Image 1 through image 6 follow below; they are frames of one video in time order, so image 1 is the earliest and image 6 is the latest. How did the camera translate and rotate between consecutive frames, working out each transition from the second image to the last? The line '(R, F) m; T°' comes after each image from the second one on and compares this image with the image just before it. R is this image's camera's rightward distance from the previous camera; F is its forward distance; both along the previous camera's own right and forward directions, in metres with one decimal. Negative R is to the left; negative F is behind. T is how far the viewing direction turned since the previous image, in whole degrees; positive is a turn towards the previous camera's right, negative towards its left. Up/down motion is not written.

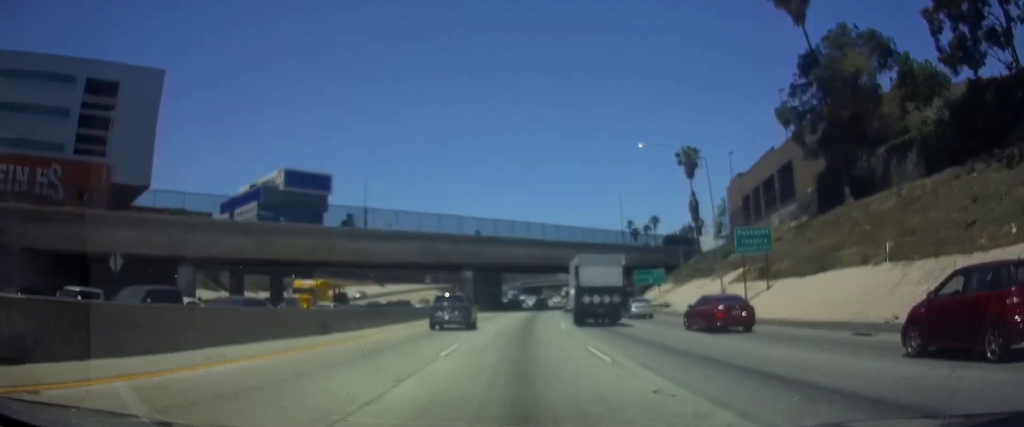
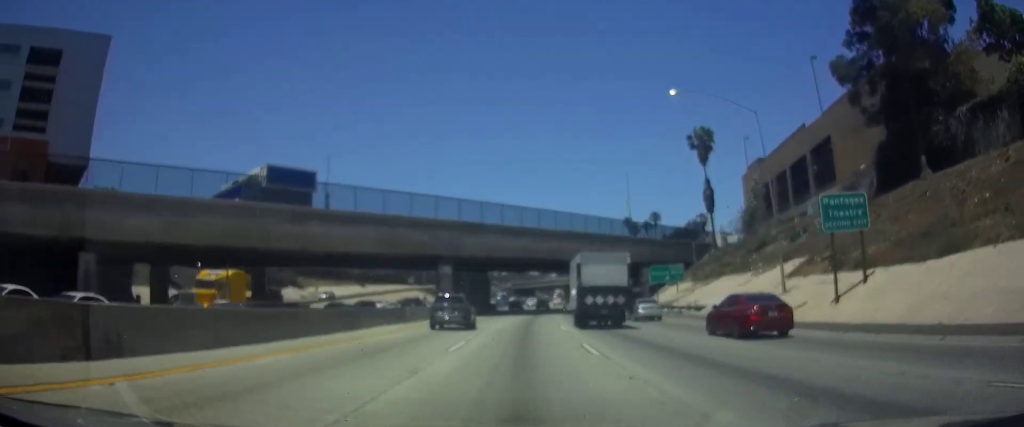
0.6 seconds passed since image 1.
(+0.1, +12.9) m; +1°
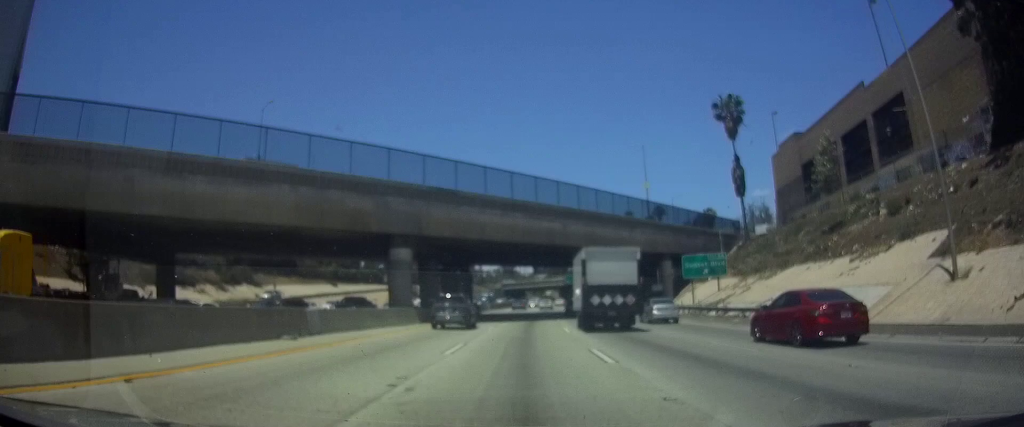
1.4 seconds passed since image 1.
(+0.1, +16.6) m; +1°
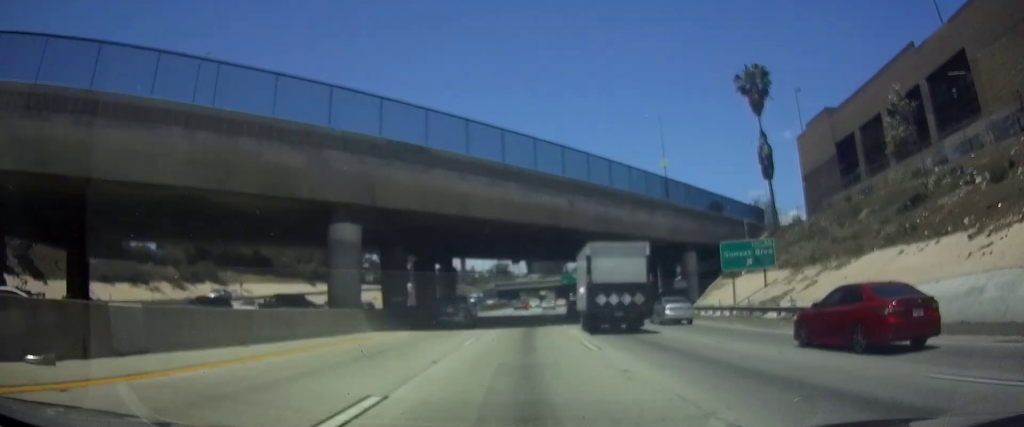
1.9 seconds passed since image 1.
(0.0, +10.9) m; 0°
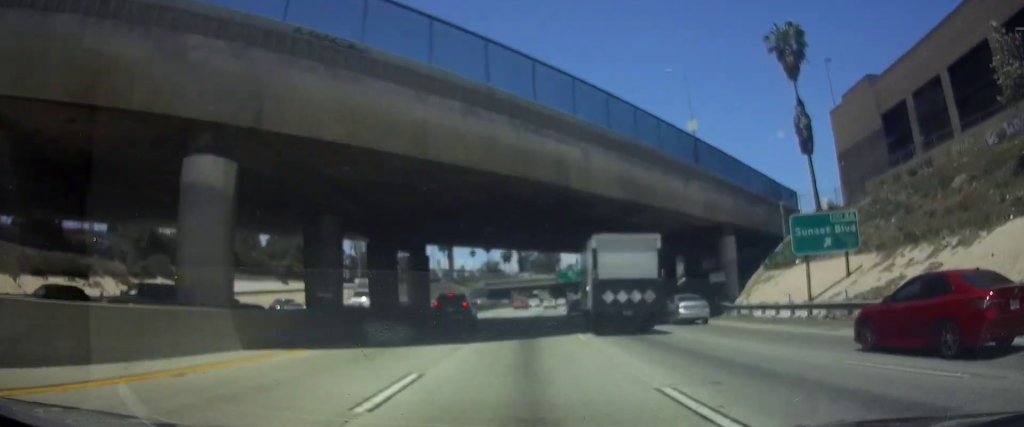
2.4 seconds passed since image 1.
(+0.1, +11.6) m; +1°
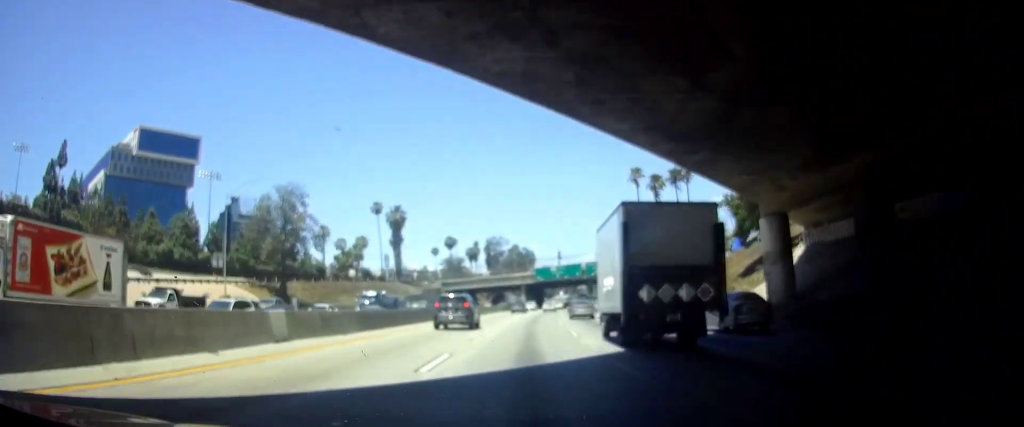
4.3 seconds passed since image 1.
(+0.8, +40.1) m; +3°
